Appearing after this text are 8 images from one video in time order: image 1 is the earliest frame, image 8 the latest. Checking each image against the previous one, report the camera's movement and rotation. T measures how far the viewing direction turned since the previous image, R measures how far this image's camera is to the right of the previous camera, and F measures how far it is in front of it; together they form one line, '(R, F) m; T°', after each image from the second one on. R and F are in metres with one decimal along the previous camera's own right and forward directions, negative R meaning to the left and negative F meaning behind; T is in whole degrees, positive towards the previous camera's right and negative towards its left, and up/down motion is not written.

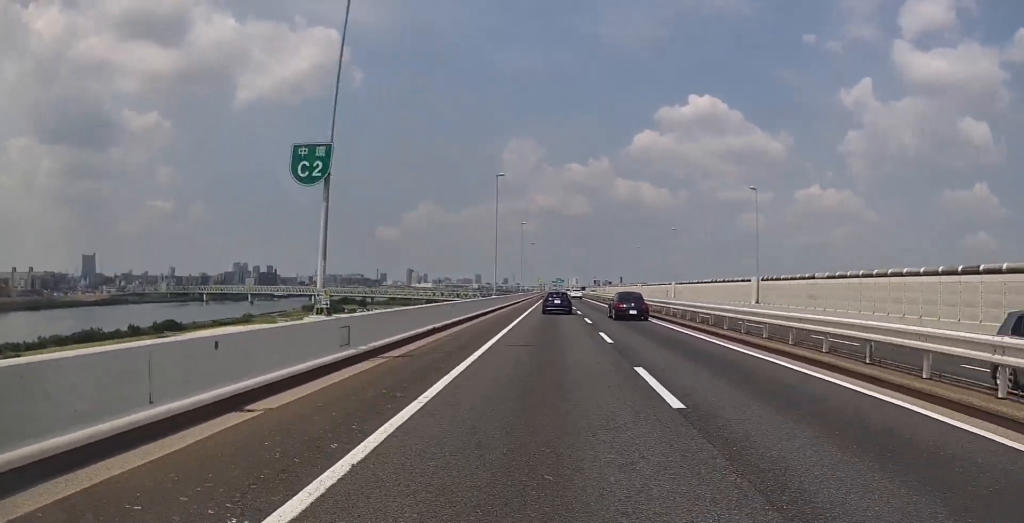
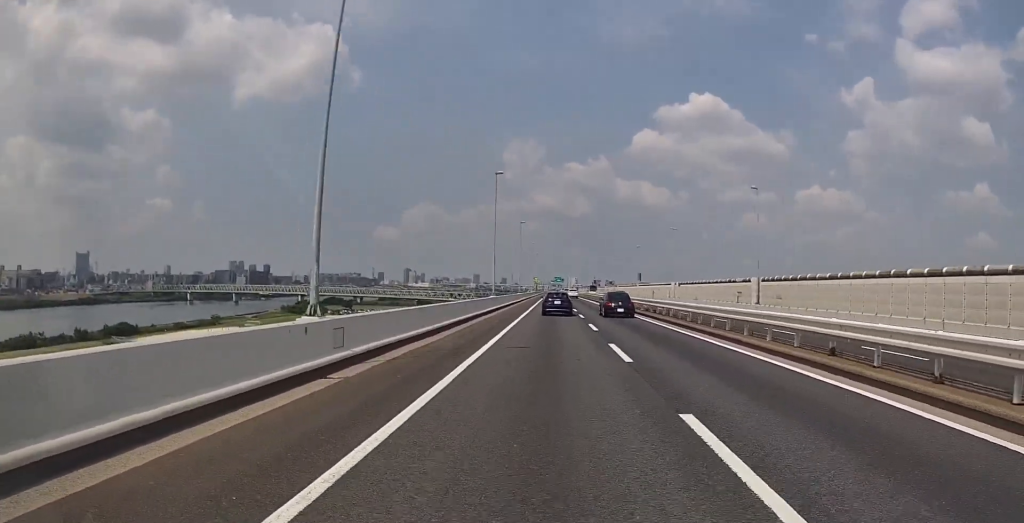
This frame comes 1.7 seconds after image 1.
(-0.3, +34.7) m; -2°
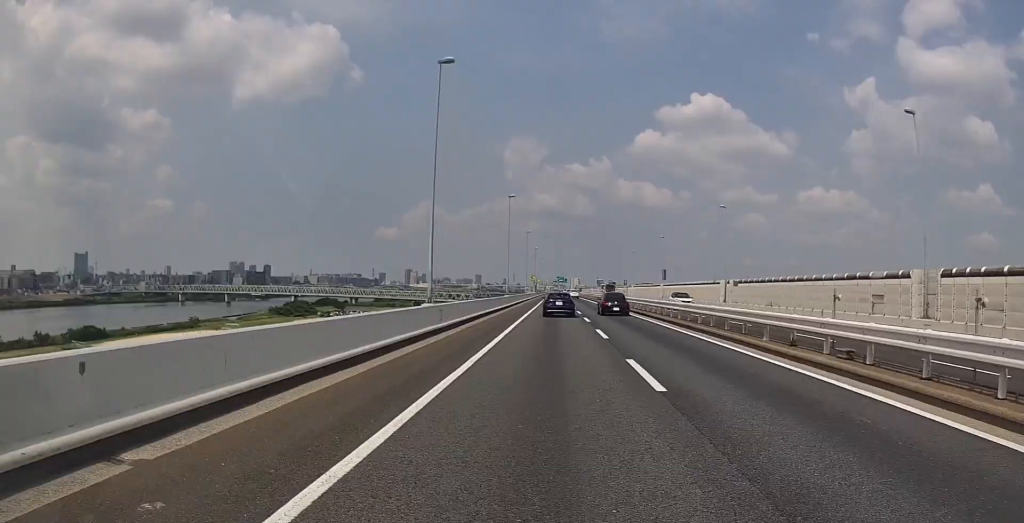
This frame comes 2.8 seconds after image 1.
(-0.3, +24.3) m; -1°
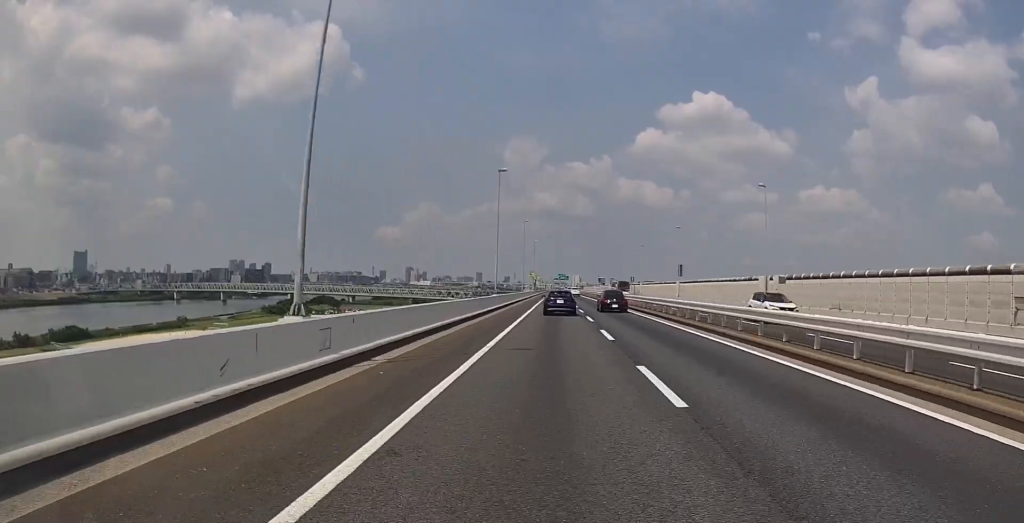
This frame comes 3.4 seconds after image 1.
(0.0, +11.1) m; 0°
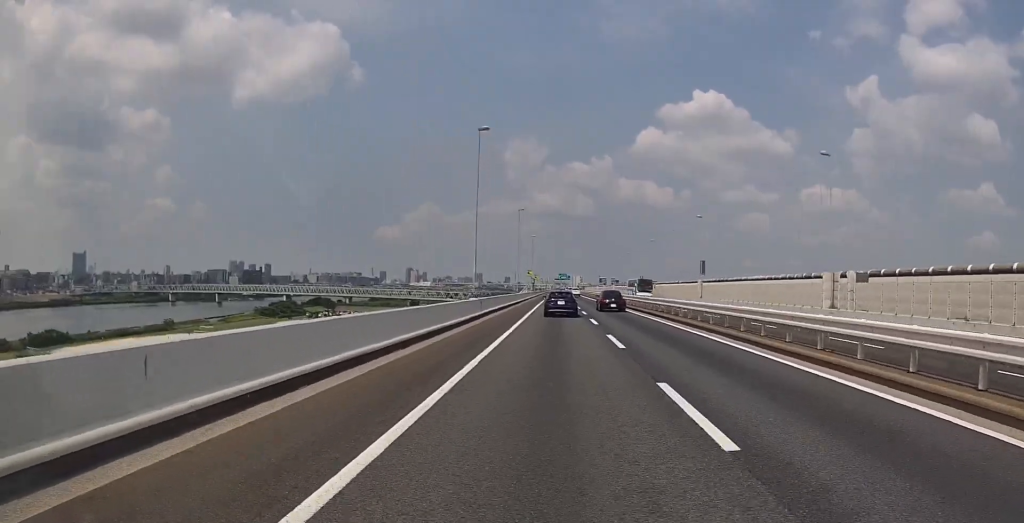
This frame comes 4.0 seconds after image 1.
(0.0, +12.4) m; 0°
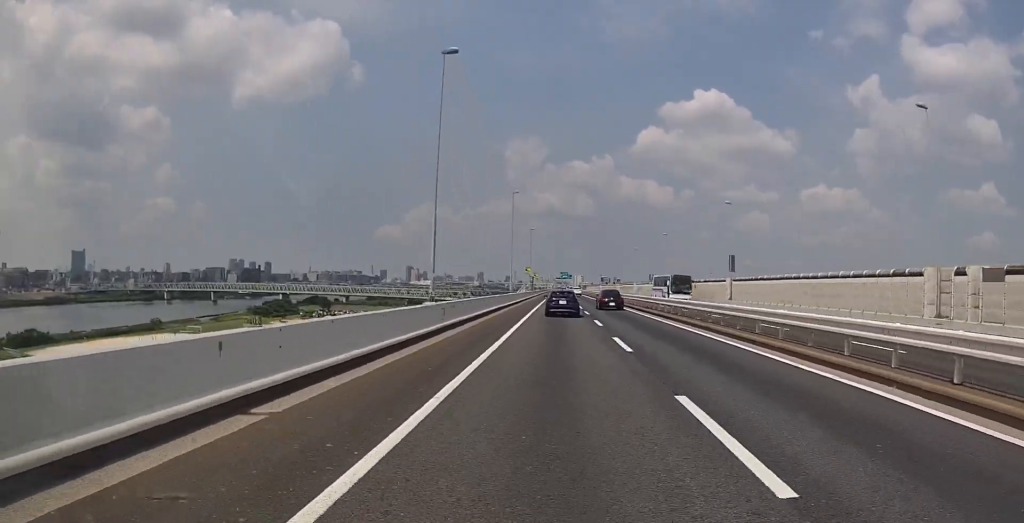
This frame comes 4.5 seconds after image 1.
(+0.1, +11.7) m; 0°
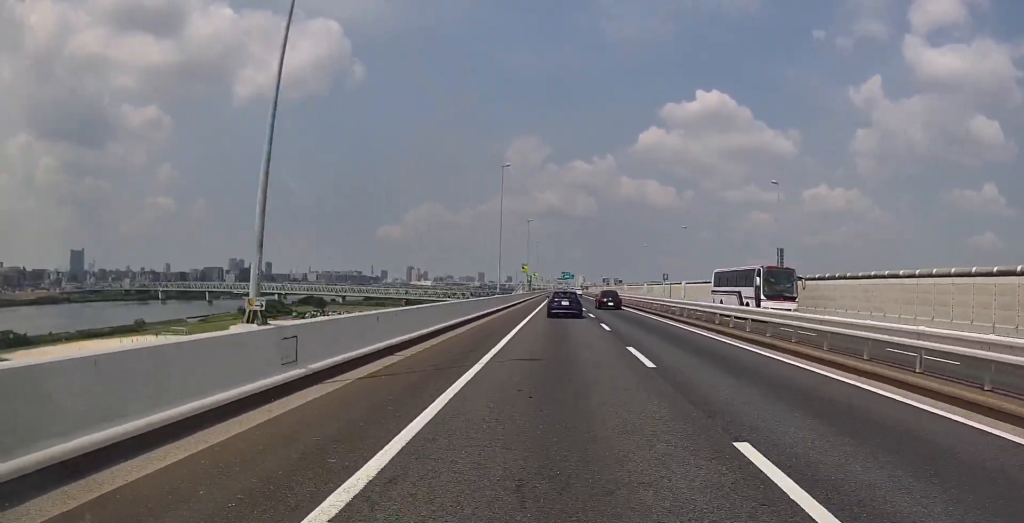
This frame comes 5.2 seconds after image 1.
(0.0, +13.0) m; +1°
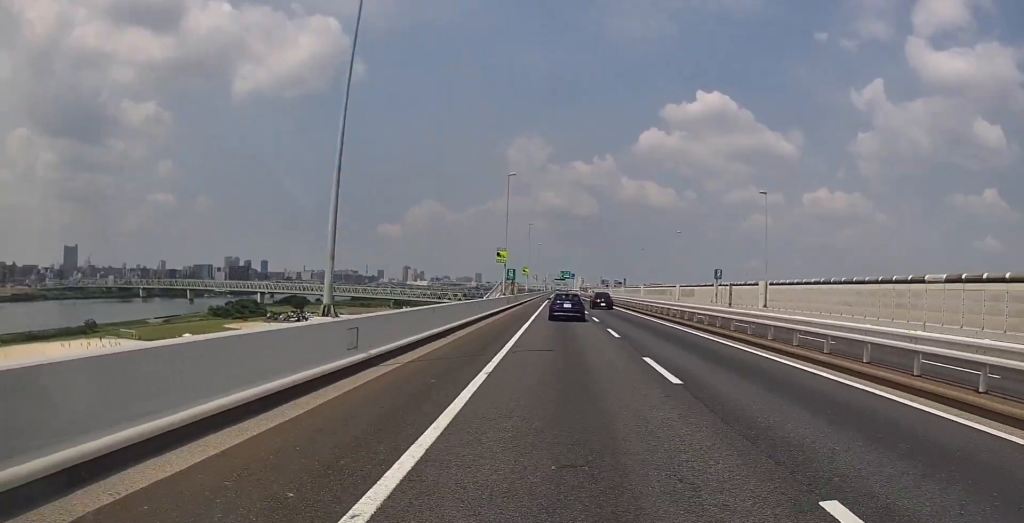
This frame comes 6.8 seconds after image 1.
(+0.6, +32.4) m; -2°
